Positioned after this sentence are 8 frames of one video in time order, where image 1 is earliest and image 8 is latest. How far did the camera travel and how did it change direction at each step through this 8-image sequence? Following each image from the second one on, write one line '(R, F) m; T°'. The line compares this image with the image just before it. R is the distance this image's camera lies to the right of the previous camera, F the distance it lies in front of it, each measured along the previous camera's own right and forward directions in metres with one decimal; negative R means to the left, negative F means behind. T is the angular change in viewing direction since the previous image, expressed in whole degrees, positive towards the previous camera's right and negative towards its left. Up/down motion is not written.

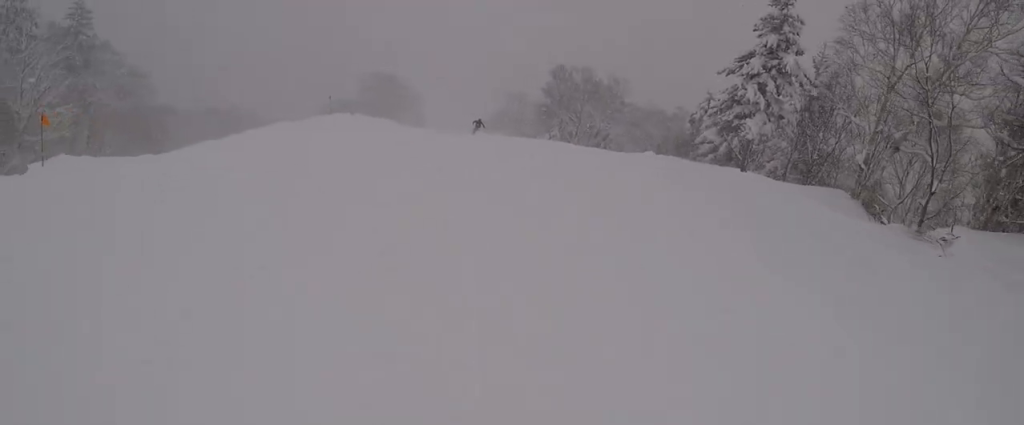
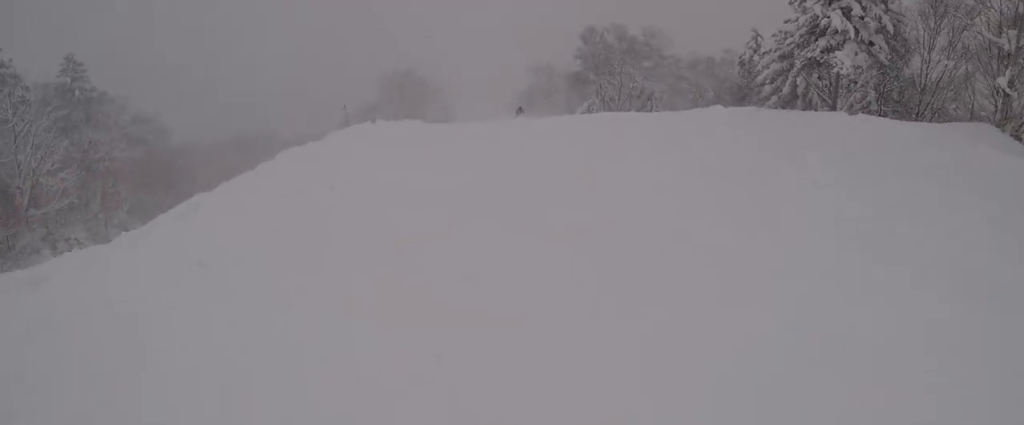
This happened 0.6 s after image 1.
(-0.5, +5.7) m; -5°
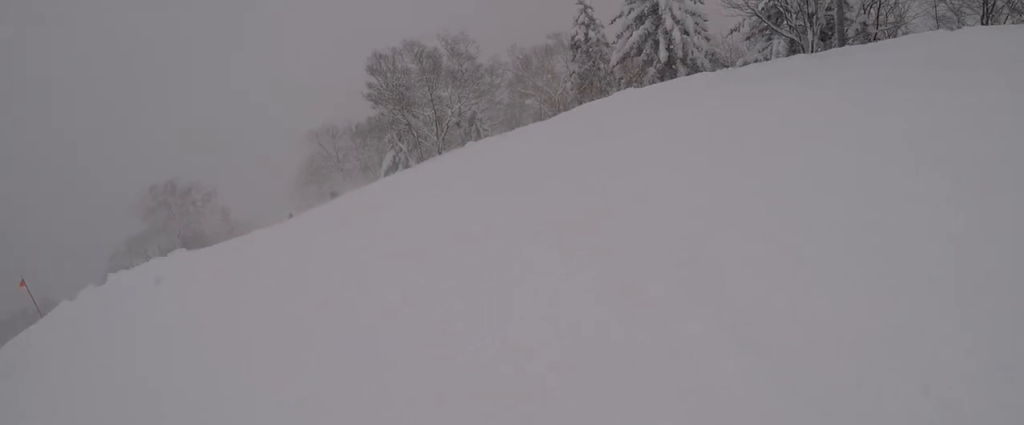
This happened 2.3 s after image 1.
(+0.1, +14.7) m; +10°
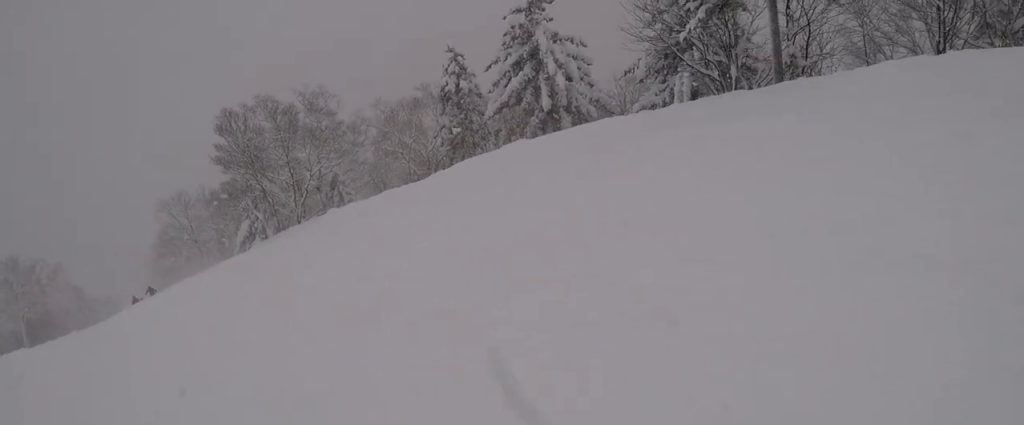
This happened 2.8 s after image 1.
(+0.7, +4.1) m; +7°
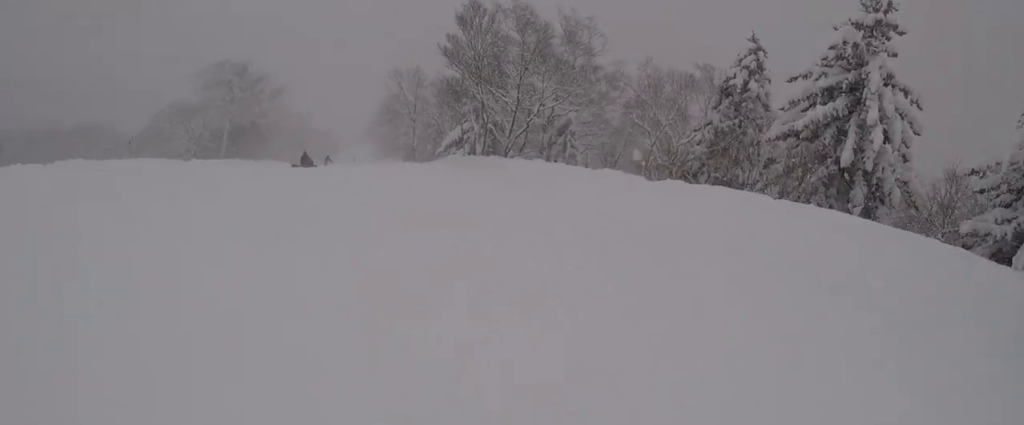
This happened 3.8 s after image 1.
(+0.8, +7.8) m; +7°
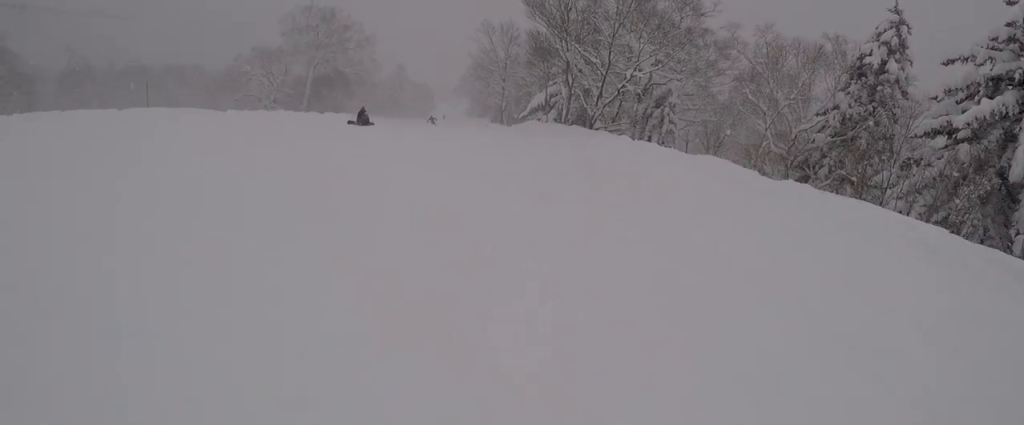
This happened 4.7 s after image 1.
(+0.1, +6.3) m; -4°
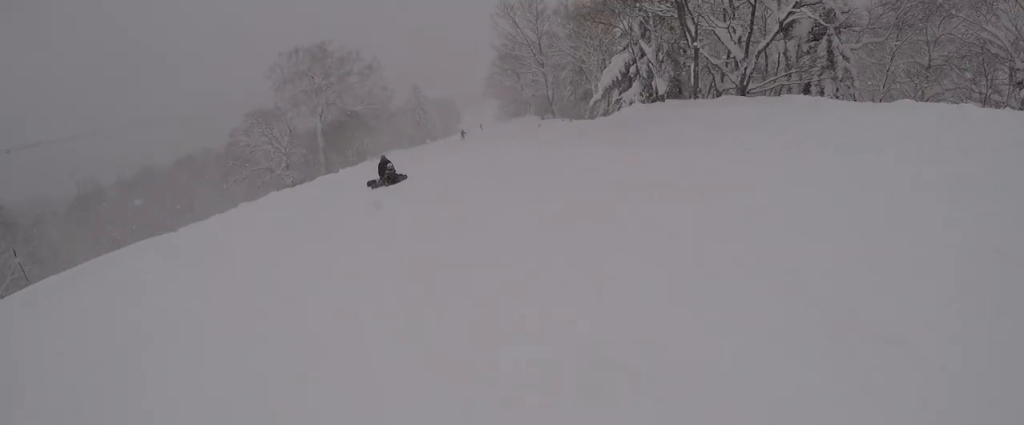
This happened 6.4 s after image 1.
(-2.2, +12.1) m; -19°
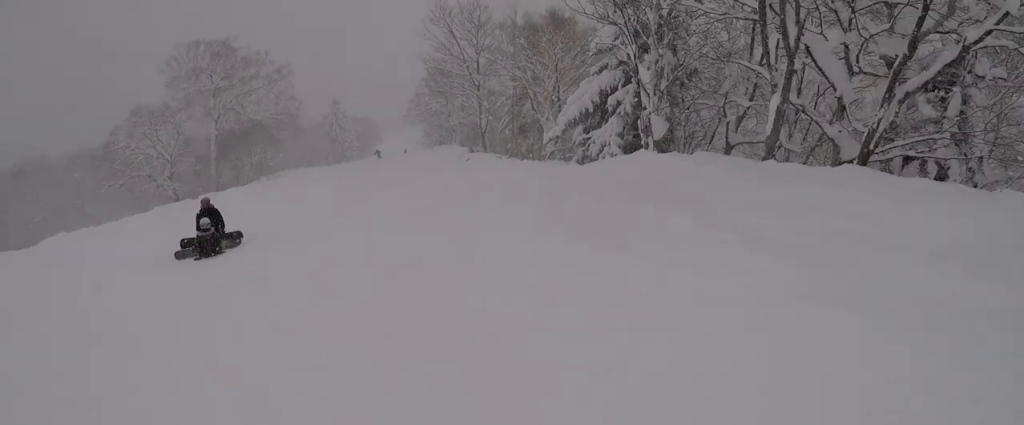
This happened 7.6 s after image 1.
(-0.2, +9.4) m; -2°
